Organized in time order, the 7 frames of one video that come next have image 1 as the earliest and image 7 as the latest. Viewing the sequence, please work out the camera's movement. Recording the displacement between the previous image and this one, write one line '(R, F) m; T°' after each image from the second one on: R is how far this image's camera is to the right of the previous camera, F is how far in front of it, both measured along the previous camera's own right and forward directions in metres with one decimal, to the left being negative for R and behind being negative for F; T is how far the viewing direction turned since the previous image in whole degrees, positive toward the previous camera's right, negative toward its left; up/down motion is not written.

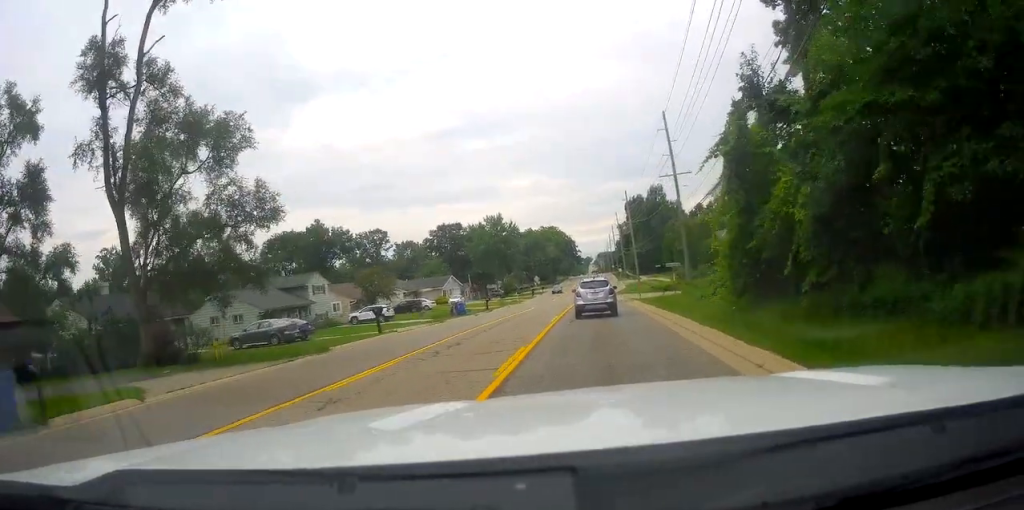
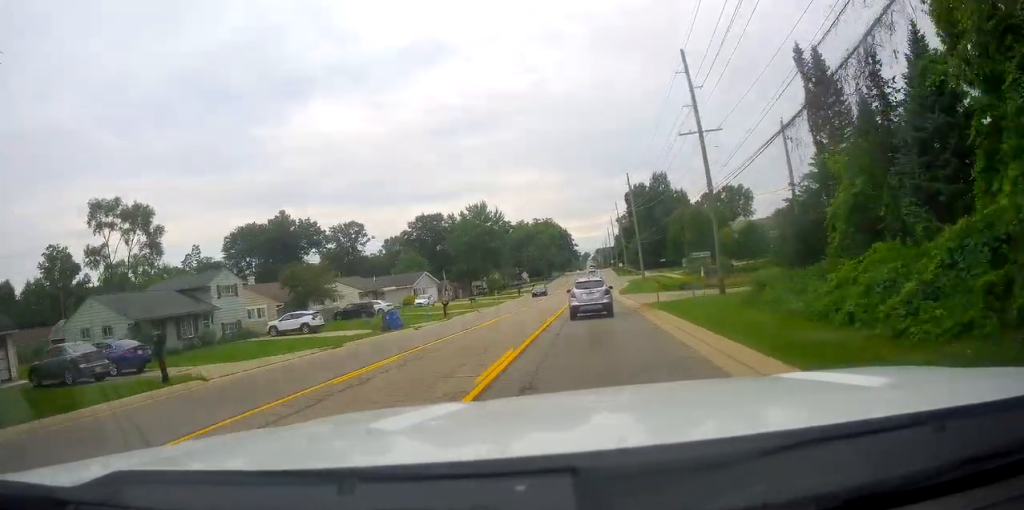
(-0.1, +13.9) m; +1°
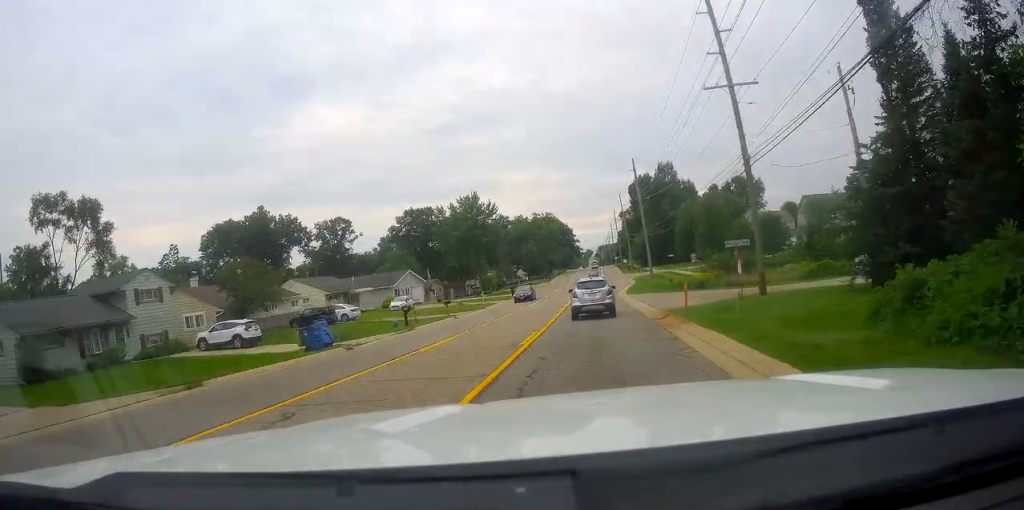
(+0.4, +8.8) m; 0°
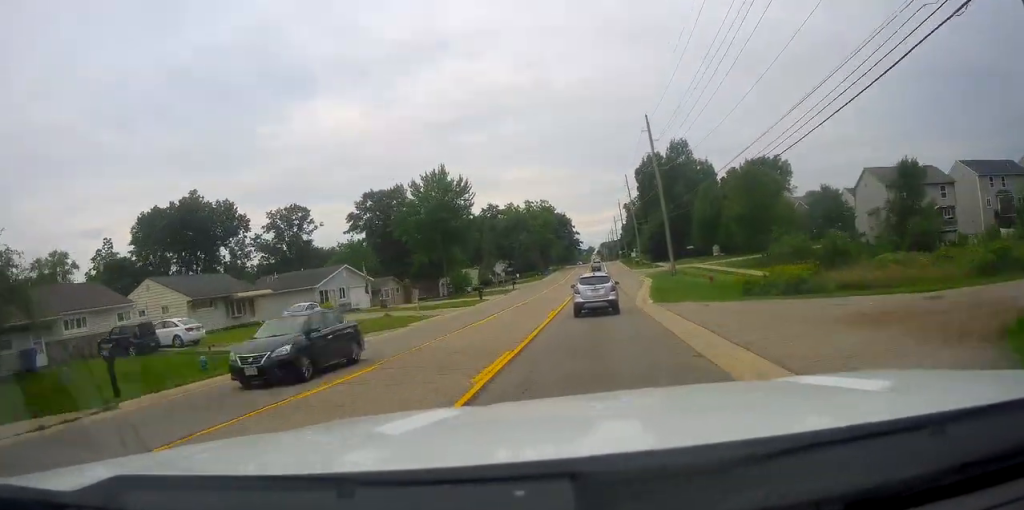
(-0.3, +21.5) m; 0°
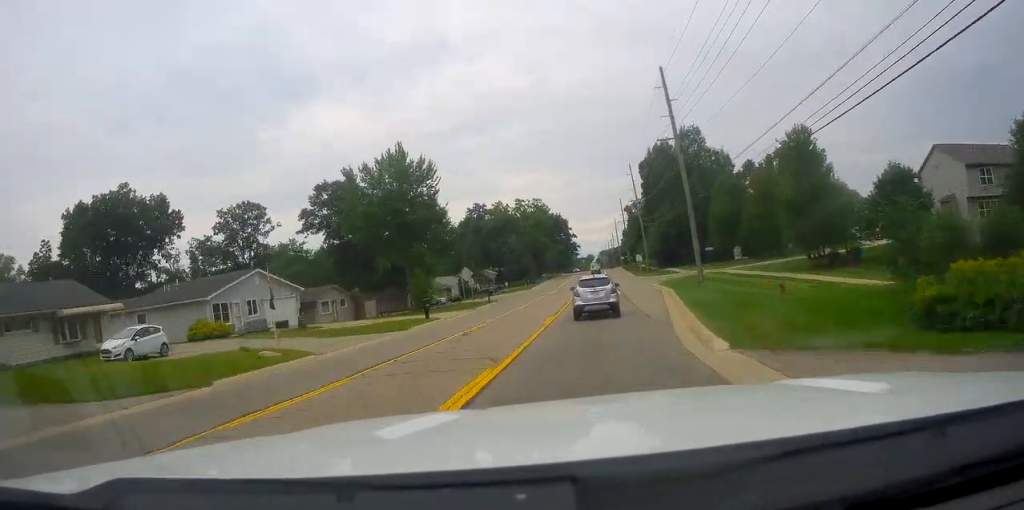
(+0.2, +16.7) m; +1°
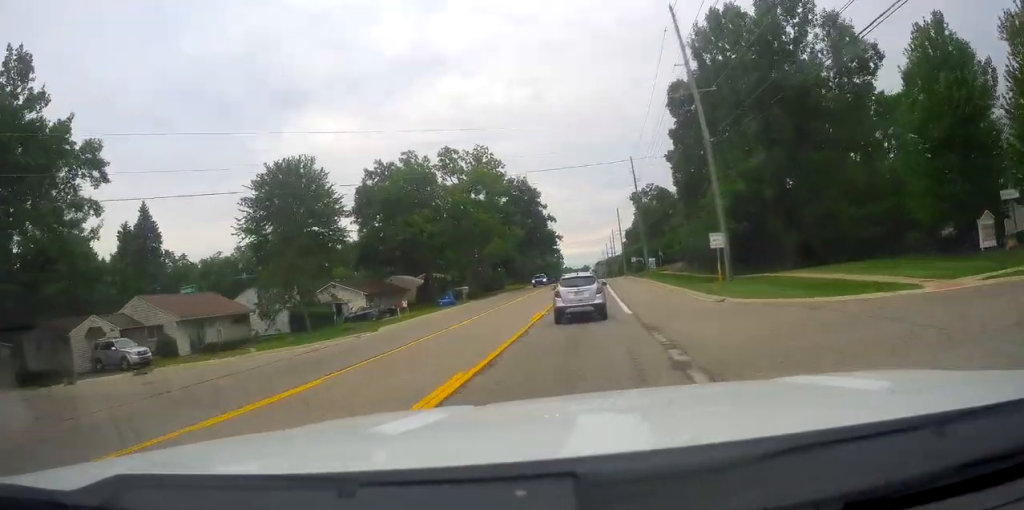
(+0.1, +61.0) m; -1°
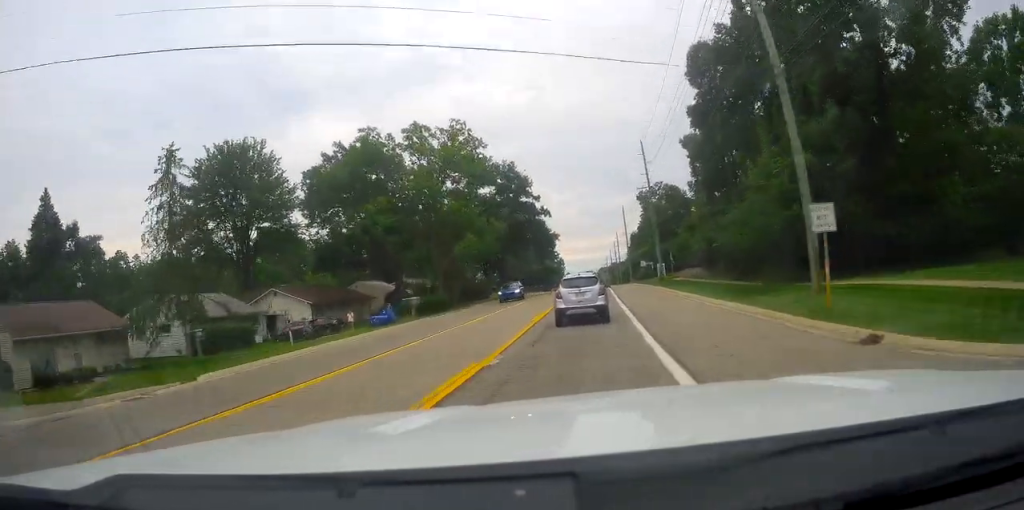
(-0.1, +14.1) m; 0°
